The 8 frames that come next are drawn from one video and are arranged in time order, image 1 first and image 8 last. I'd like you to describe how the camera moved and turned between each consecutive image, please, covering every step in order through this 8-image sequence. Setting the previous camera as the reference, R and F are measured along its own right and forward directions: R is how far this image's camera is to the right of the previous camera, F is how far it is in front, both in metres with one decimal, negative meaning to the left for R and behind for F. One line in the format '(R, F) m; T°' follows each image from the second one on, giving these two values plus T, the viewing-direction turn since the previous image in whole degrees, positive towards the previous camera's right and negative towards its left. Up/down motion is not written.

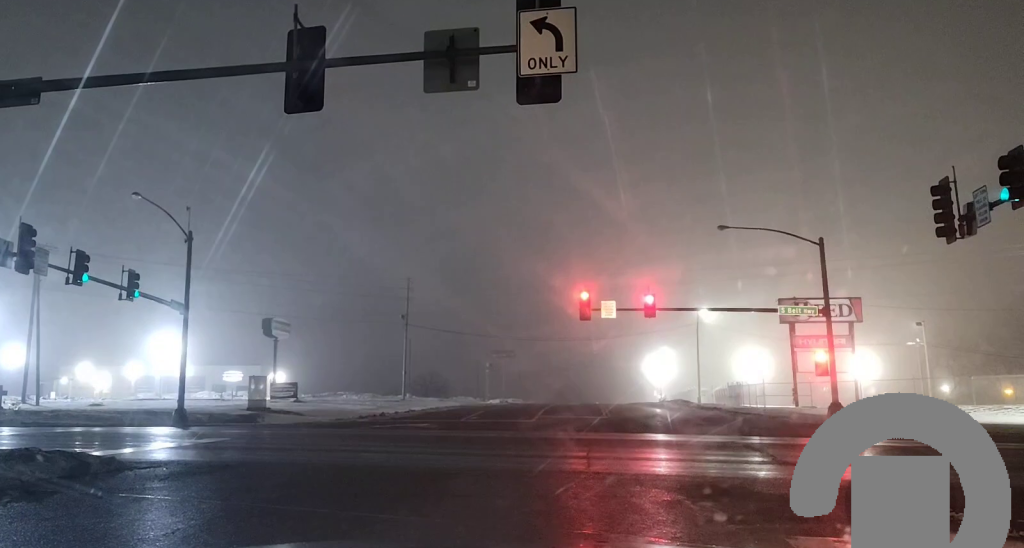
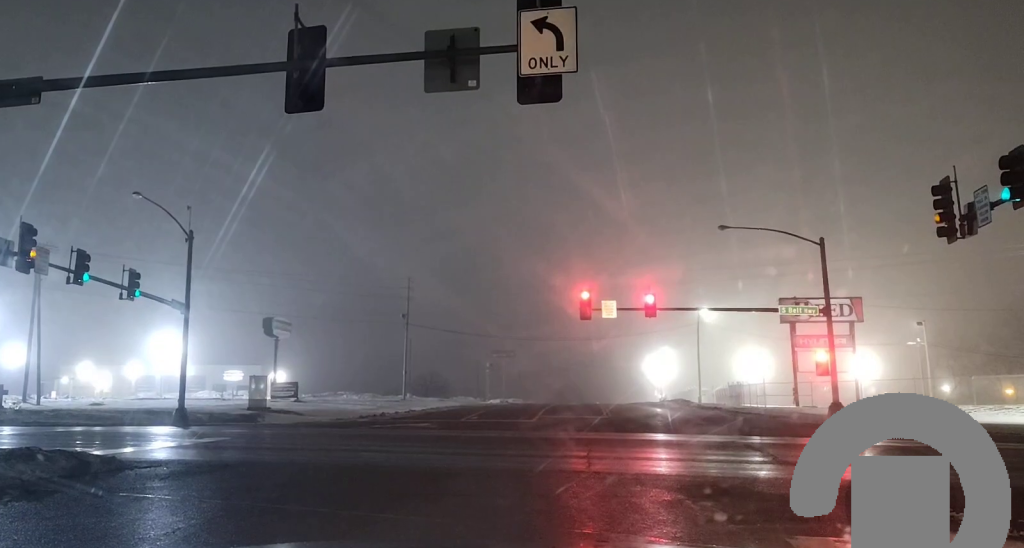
(0.0, 0.0) m; 0°
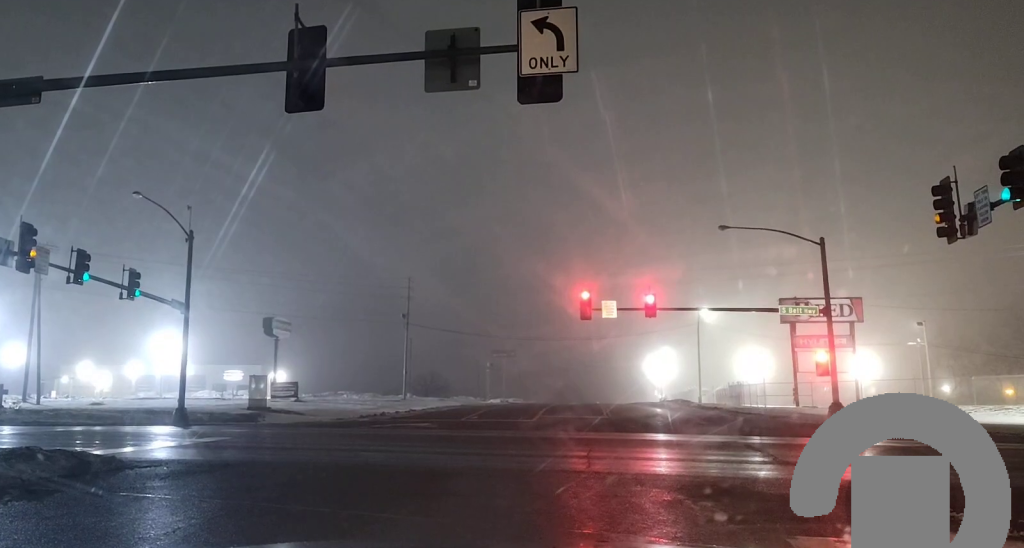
(0.0, 0.0) m; 0°
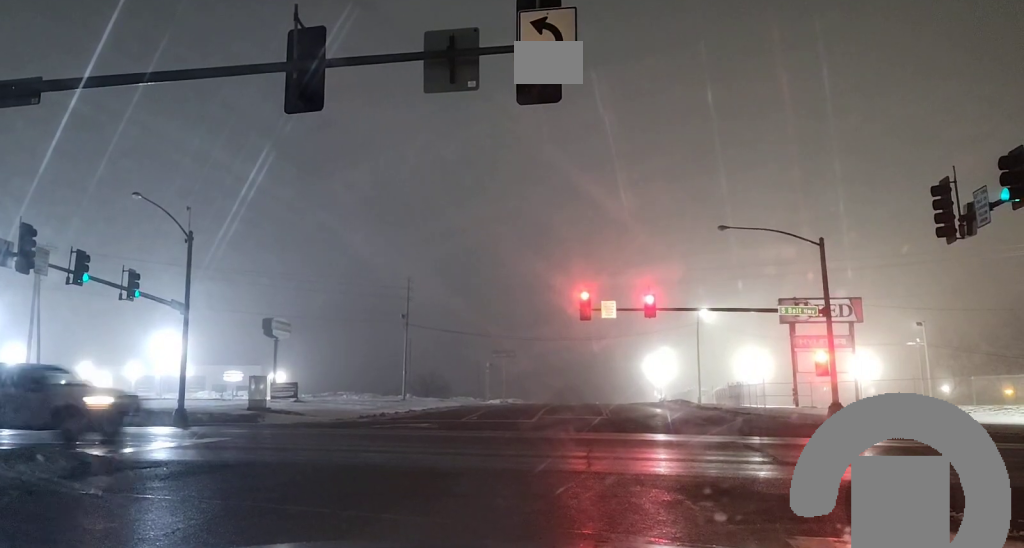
(0.0, +0.1) m; 0°
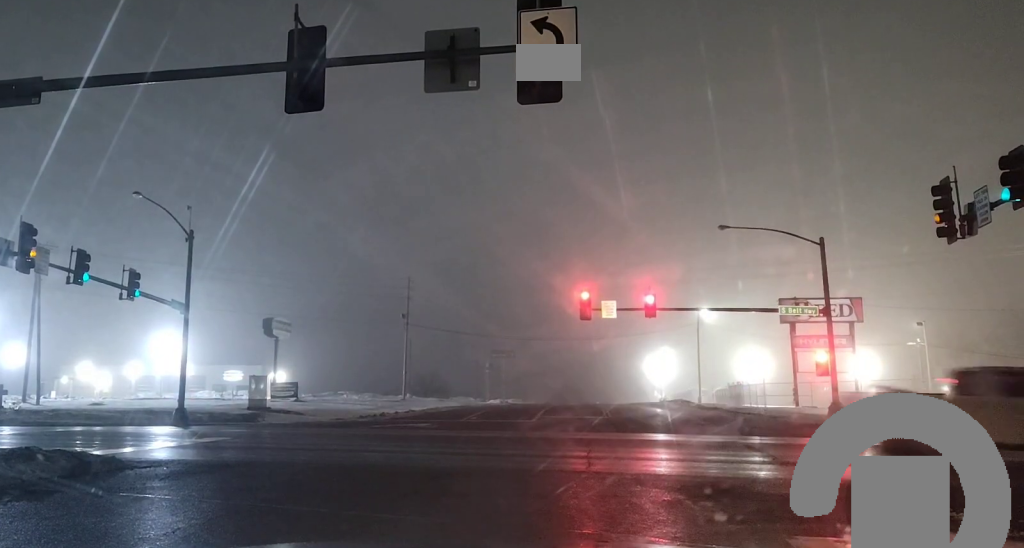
(0.0, +0.2) m; 0°
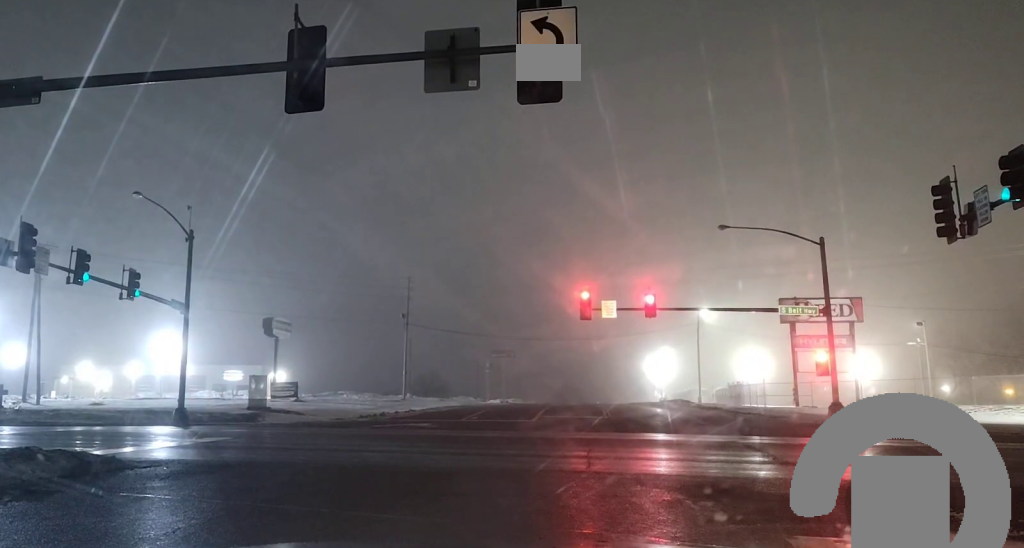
(0.0, 0.0) m; 0°
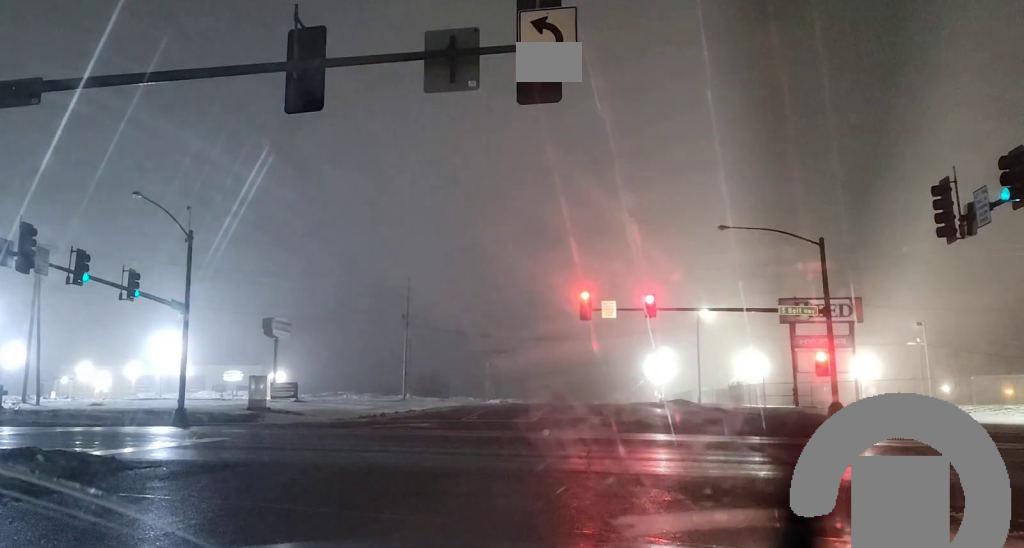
(0.0, 0.0) m; 0°
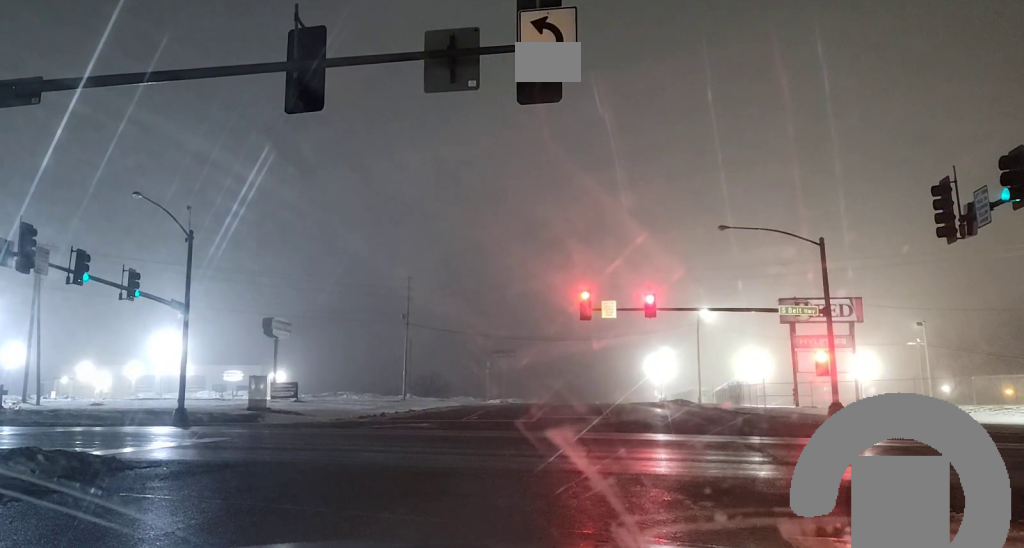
(0.0, 0.0) m; 0°
